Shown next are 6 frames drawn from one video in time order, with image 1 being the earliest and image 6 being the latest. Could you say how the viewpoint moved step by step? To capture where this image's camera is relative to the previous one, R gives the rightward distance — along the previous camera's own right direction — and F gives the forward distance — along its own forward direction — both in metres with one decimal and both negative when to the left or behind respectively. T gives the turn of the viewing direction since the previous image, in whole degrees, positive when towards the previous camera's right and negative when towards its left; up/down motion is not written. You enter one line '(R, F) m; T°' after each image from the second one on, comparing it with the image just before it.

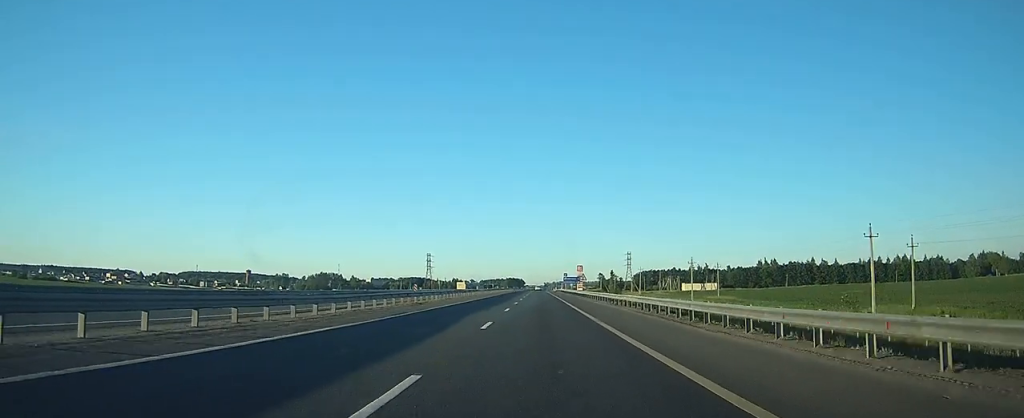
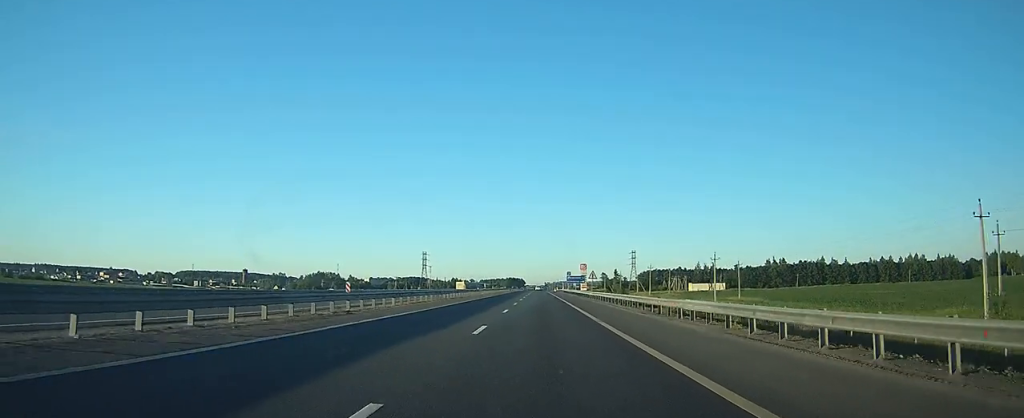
(0.0, +14.0) m; 0°
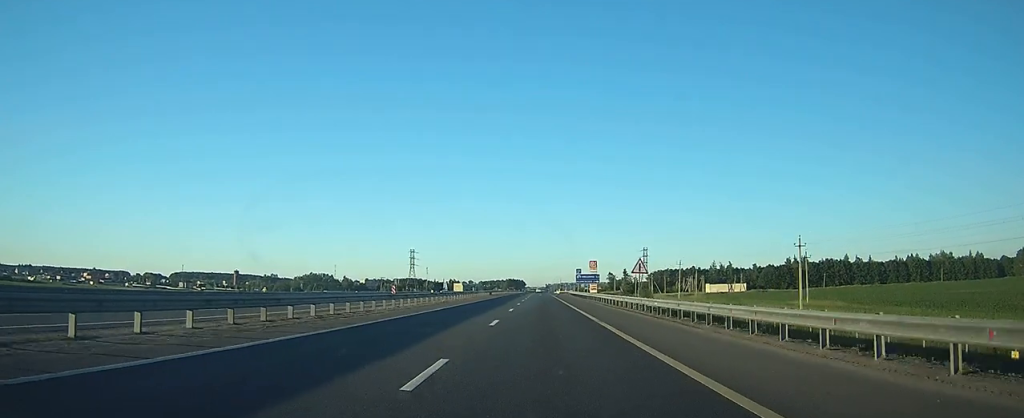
(0.0, +31.7) m; 0°
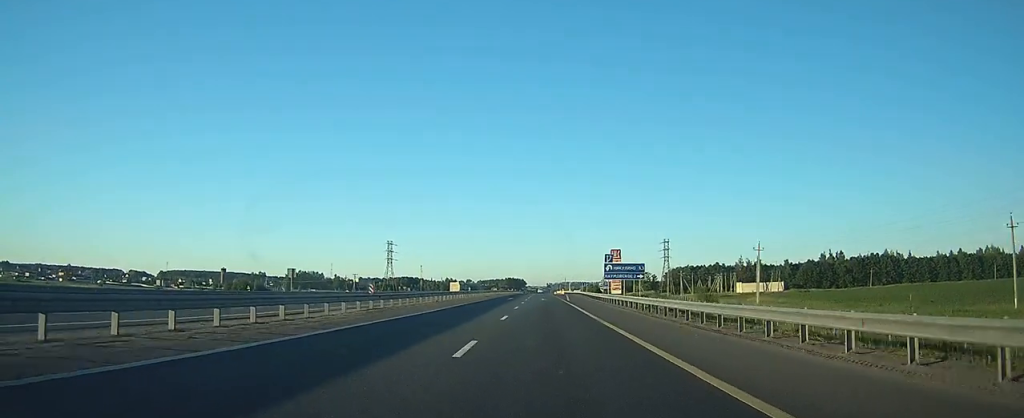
(0.0, +44.2) m; 0°
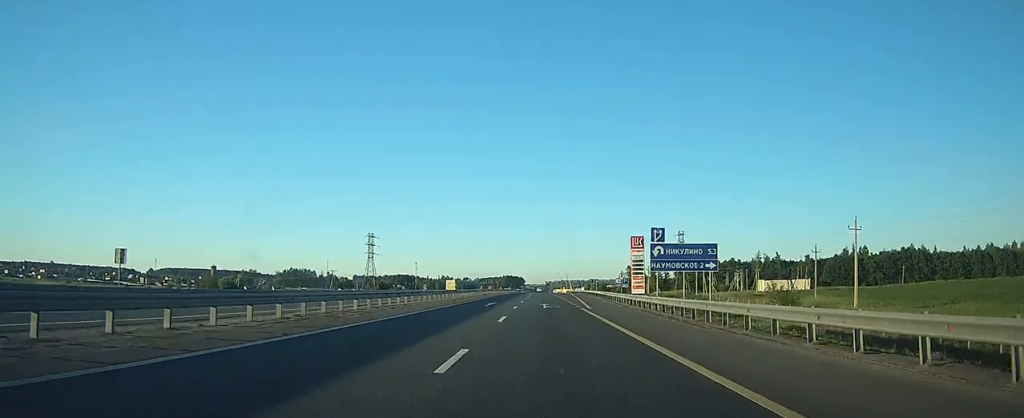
(0.0, +25.8) m; 0°
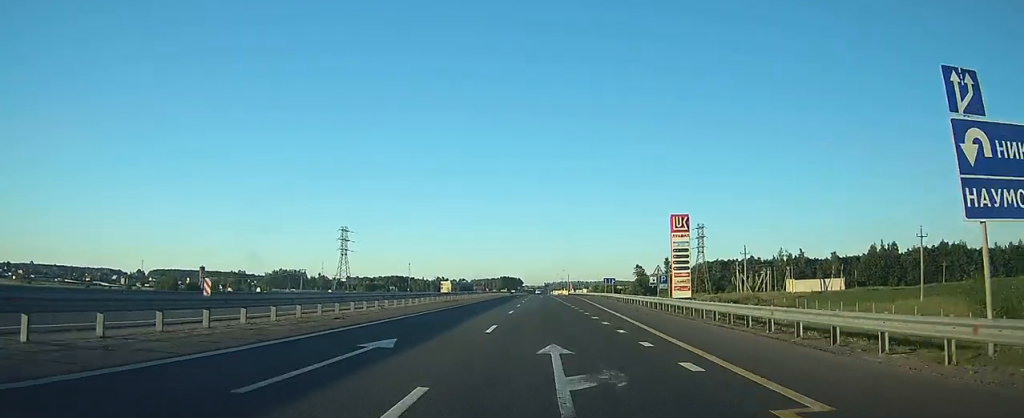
(0.0, +27.7) m; 0°
